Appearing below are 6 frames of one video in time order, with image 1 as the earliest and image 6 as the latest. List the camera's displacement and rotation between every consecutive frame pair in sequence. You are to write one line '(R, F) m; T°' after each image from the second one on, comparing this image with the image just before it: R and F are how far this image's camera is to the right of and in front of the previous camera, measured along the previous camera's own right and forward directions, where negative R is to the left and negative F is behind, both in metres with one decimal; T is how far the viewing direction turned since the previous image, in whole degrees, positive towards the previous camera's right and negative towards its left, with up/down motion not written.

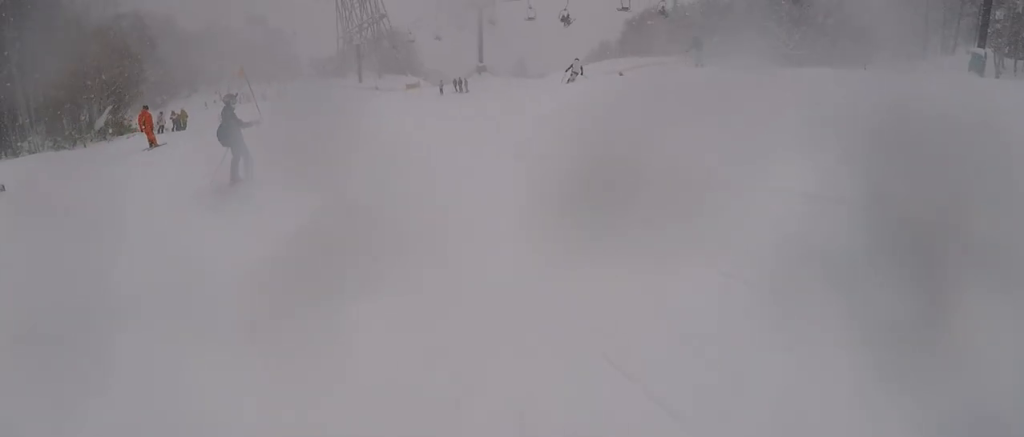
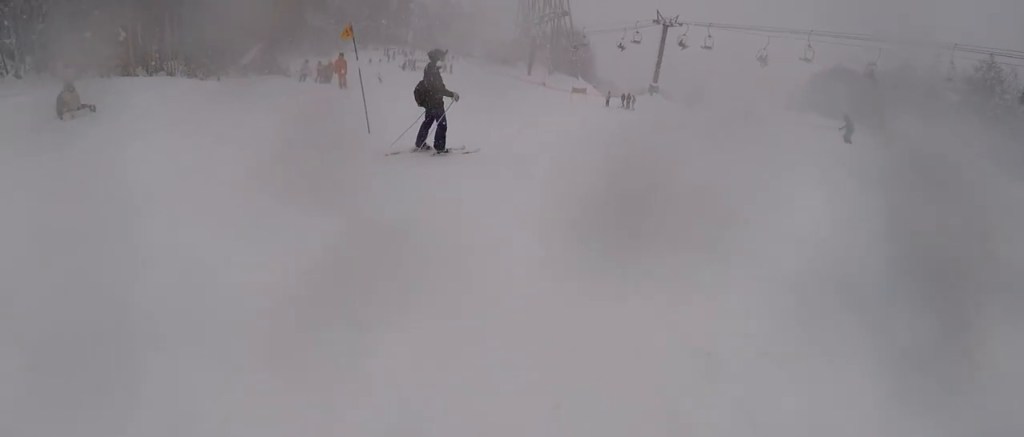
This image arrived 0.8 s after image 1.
(-0.3, +3.4) m; -15°
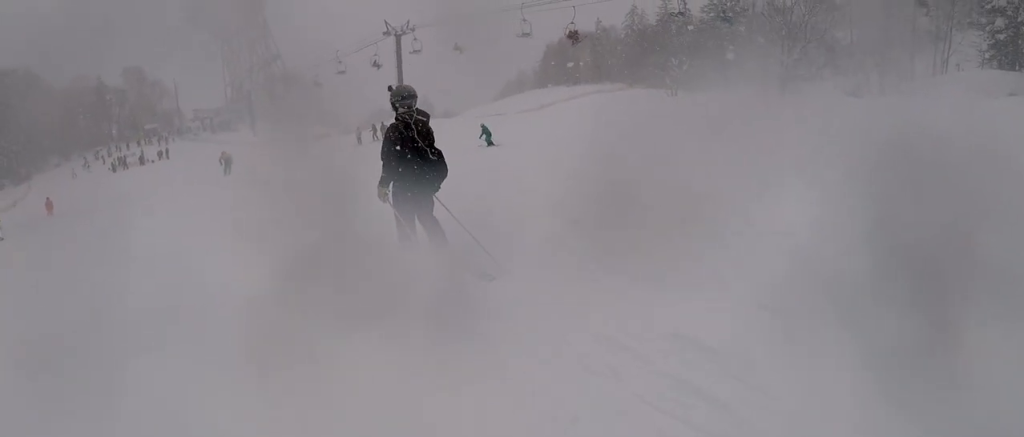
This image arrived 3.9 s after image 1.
(+0.4, +11.4) m; +13°
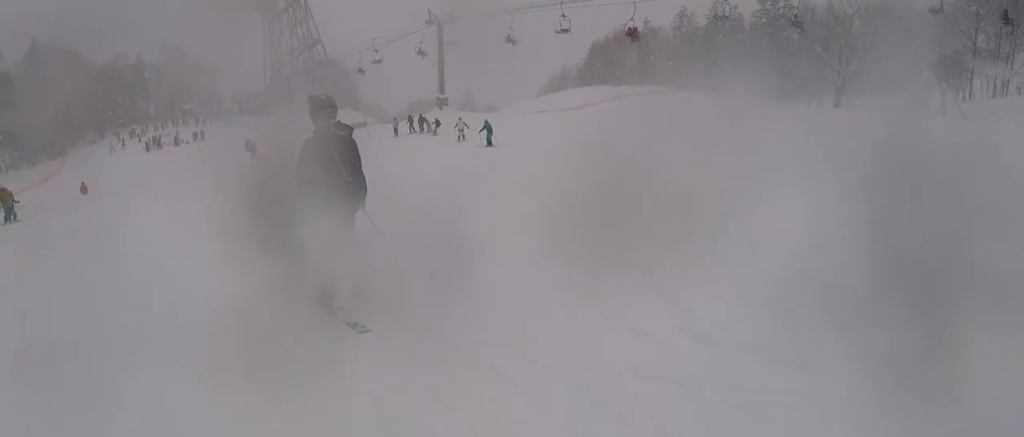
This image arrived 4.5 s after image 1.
(0.0, +1.8) m; -4°
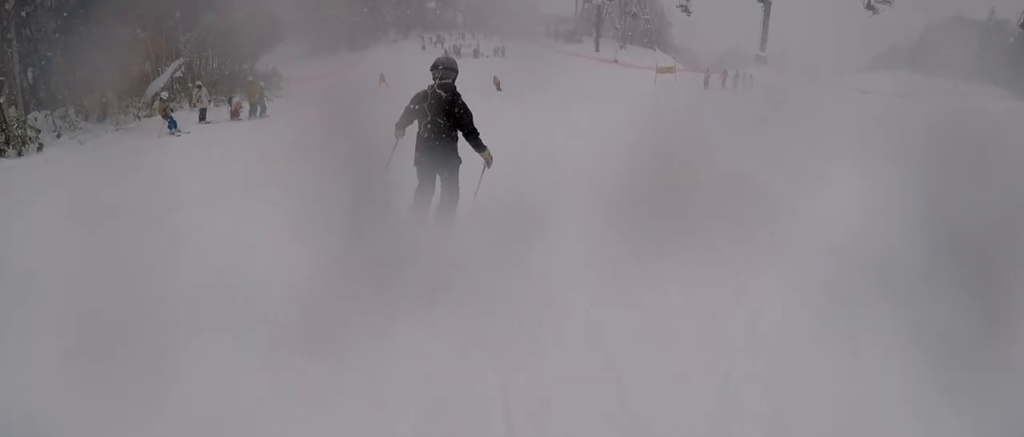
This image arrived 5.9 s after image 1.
(-0.3, +5.0) m; +2°
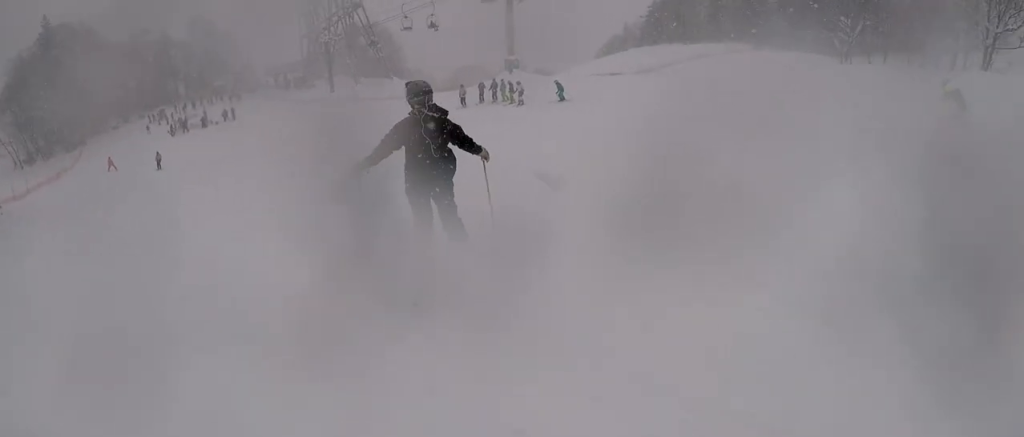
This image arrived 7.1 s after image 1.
(-0.1, +4.9) m; +3°
